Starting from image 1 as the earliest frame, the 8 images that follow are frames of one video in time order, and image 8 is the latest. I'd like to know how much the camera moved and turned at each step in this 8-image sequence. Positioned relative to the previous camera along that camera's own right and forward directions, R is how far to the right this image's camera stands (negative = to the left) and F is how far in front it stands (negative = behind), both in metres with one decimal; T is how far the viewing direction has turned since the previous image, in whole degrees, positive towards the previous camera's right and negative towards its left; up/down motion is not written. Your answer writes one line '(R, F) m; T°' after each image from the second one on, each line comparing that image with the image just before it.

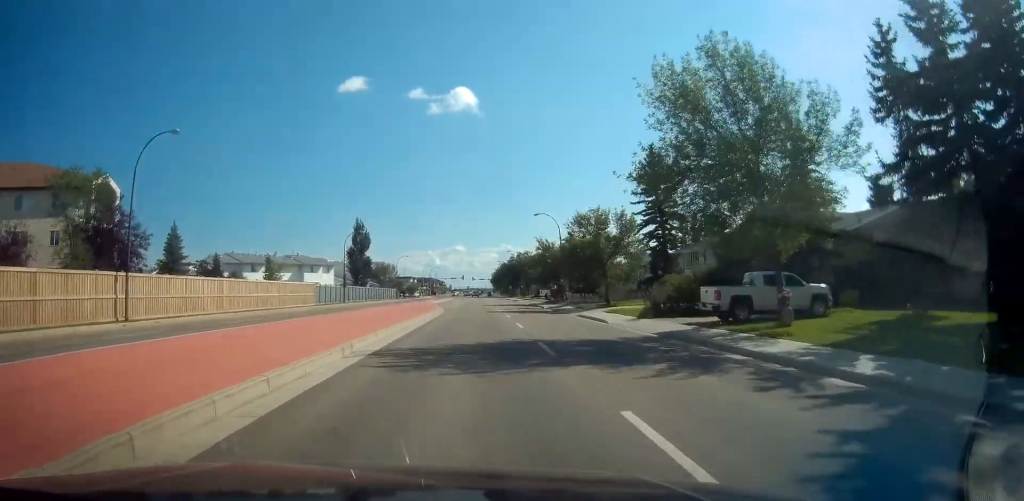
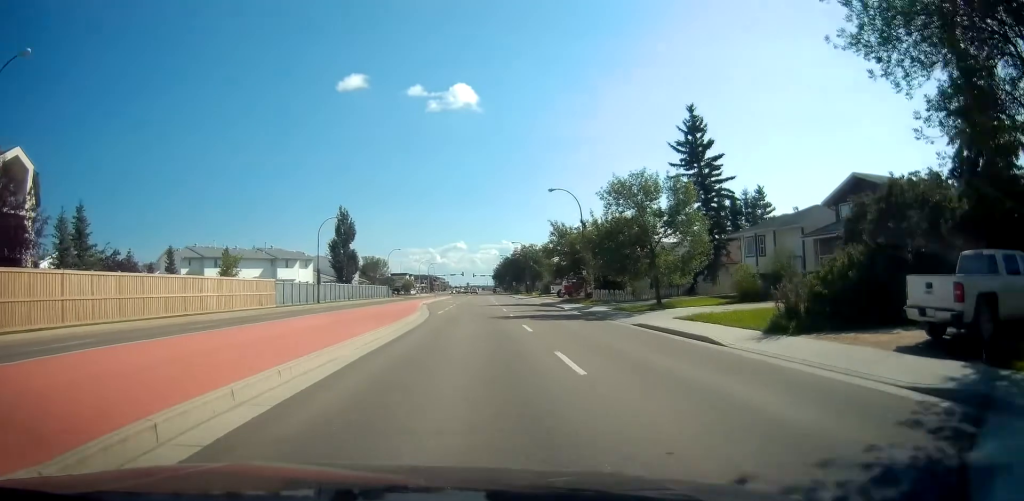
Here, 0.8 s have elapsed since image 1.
(0.0, +12.5) m; 0°
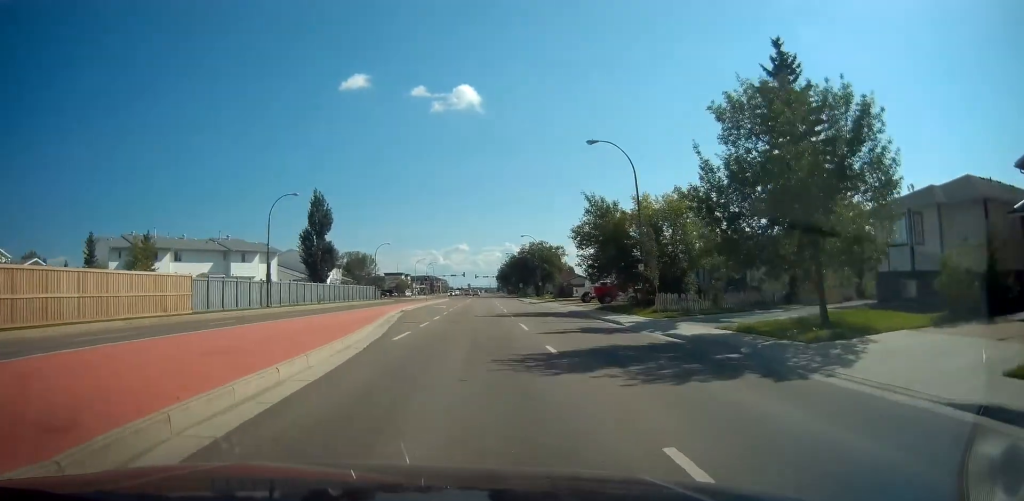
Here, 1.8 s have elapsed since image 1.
(0.0, +16.0) m; 0°
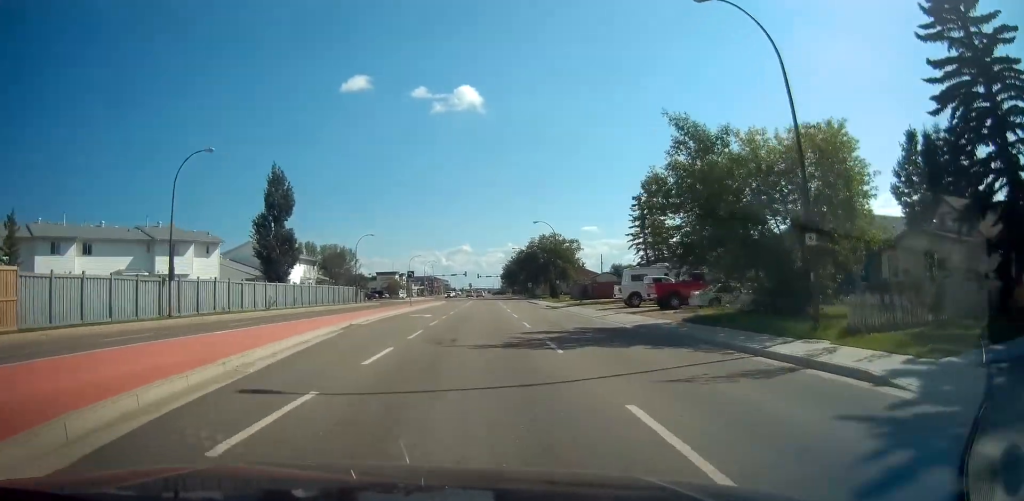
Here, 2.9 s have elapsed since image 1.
(0.0, +16.5) m; 0°
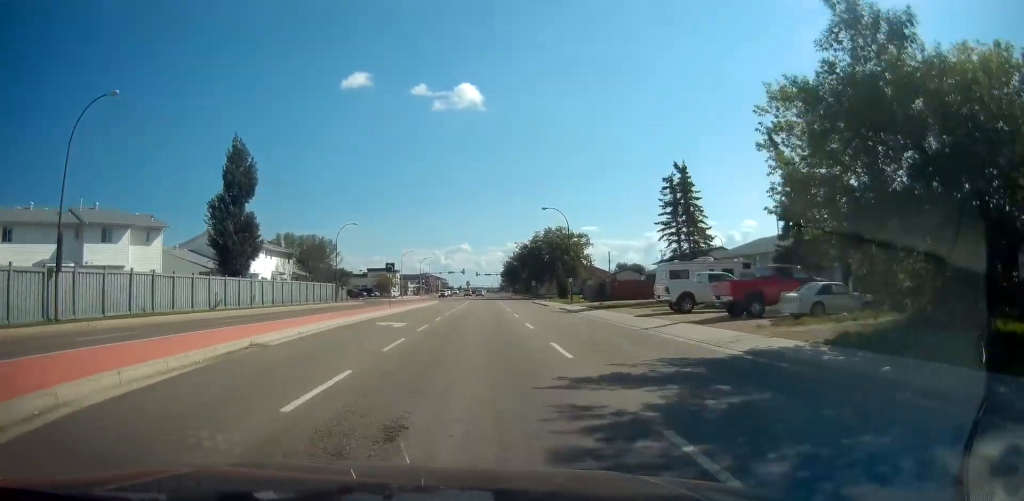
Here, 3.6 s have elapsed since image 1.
(0.0, +10.3) m; 0°
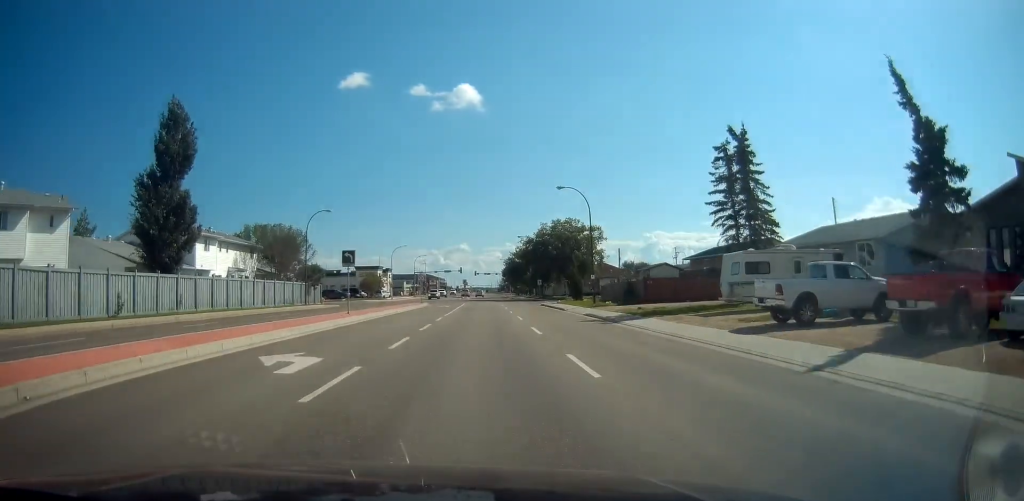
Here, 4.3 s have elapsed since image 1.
(0.0, +11.2) m; 0°
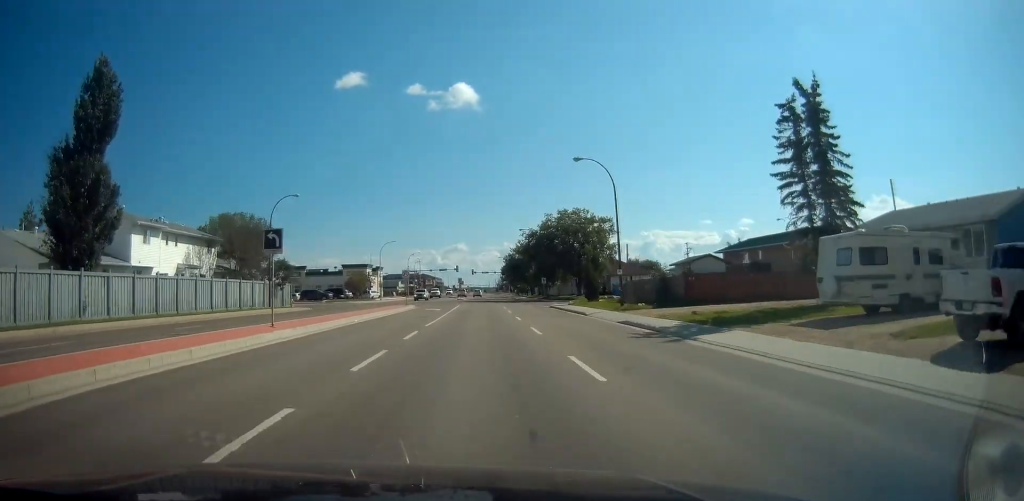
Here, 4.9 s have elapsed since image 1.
(0.0, +9.5) m; 0°
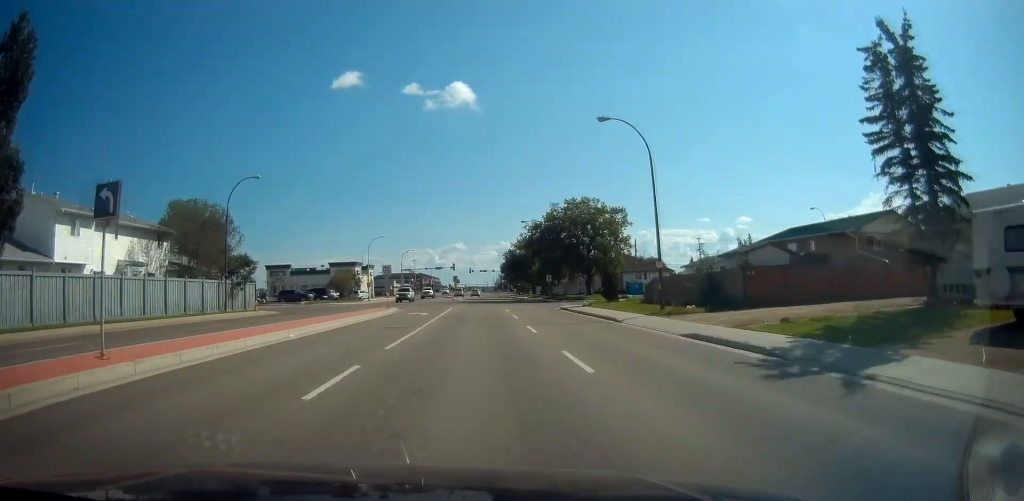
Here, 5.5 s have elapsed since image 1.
(0.0, +8.5) m; 0°
